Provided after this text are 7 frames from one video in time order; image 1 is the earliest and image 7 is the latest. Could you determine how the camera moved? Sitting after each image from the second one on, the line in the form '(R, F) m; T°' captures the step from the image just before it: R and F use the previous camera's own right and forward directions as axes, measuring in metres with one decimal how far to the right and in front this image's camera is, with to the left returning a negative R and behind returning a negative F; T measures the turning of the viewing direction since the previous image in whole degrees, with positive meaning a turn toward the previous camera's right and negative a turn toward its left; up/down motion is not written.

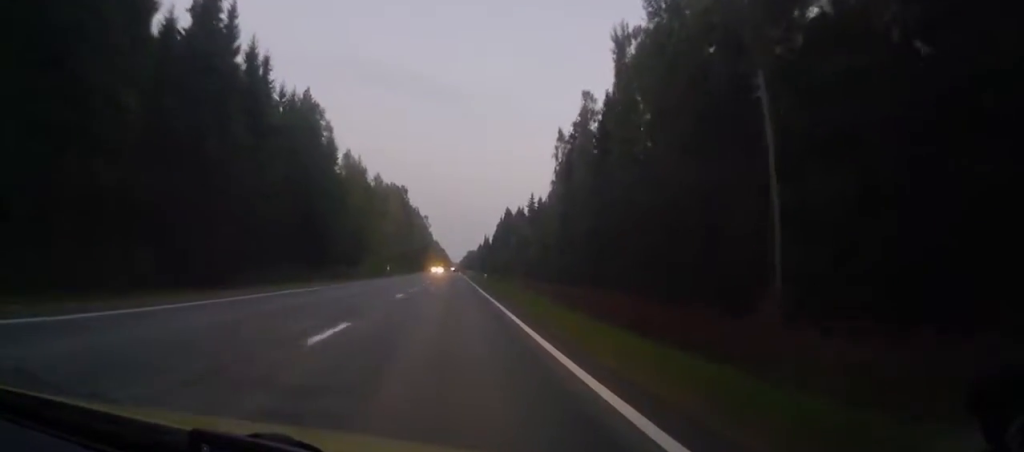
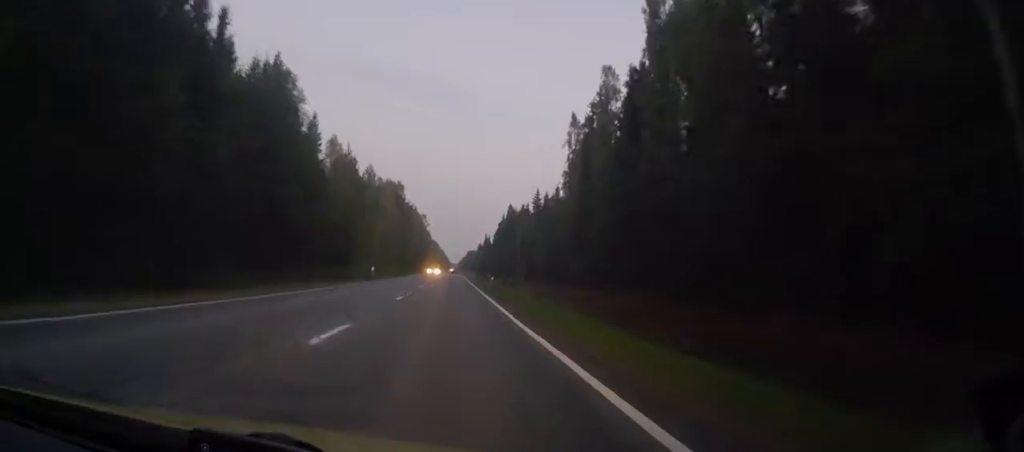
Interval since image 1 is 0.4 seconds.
(0.0, +12.0) m; 0°
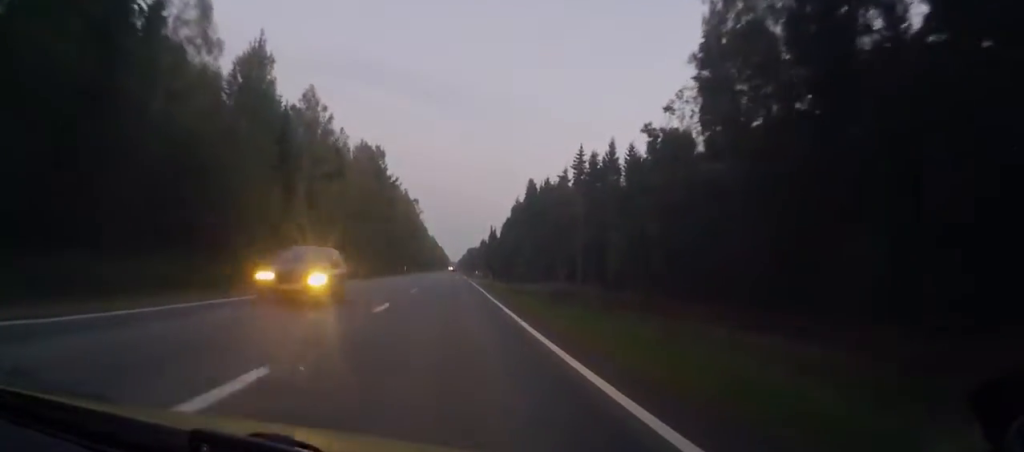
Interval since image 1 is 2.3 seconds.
(+0.2, +52.6) m; 0°
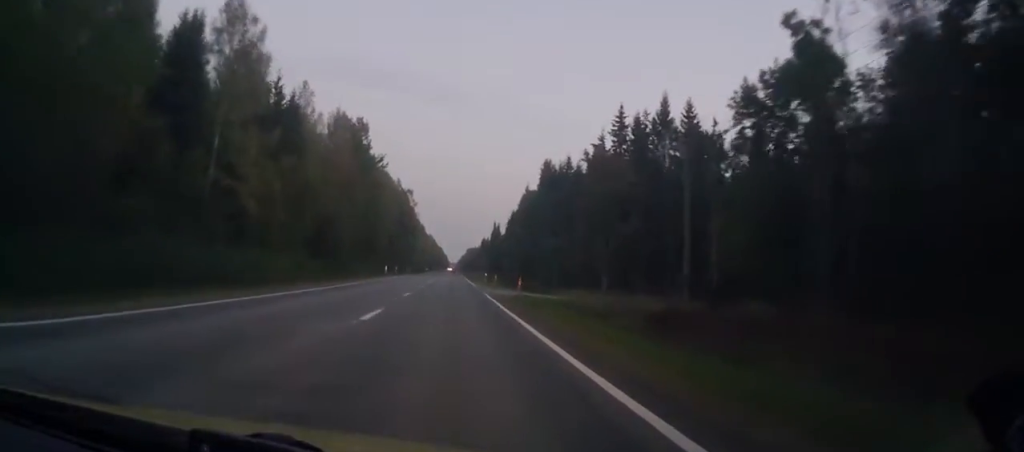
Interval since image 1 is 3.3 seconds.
(0.0, +25.9) m; 0°
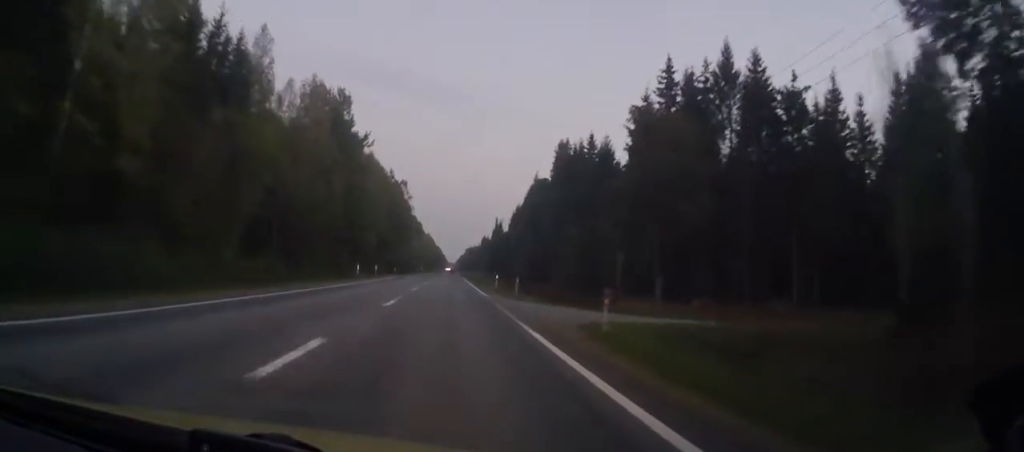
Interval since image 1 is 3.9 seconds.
(0.0, +18.8) m; 0°
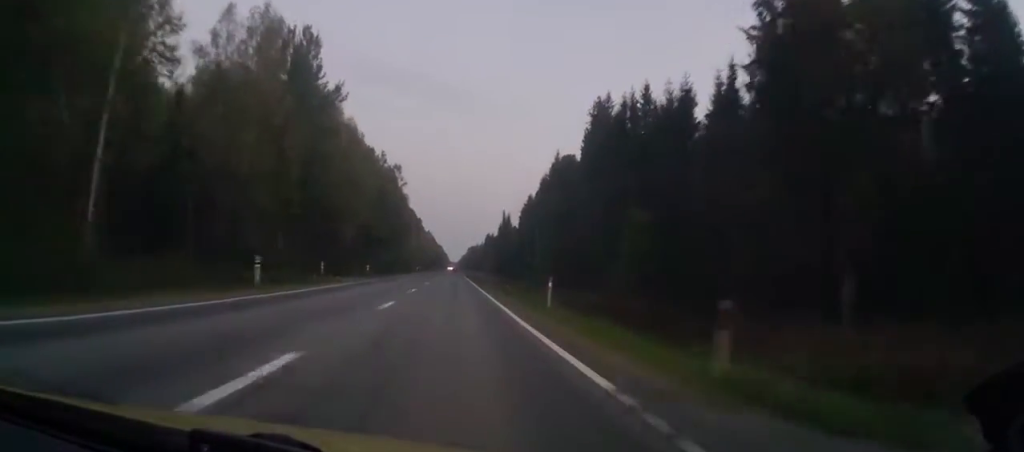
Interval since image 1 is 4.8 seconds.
(+0.1, +25.7) m; -2°
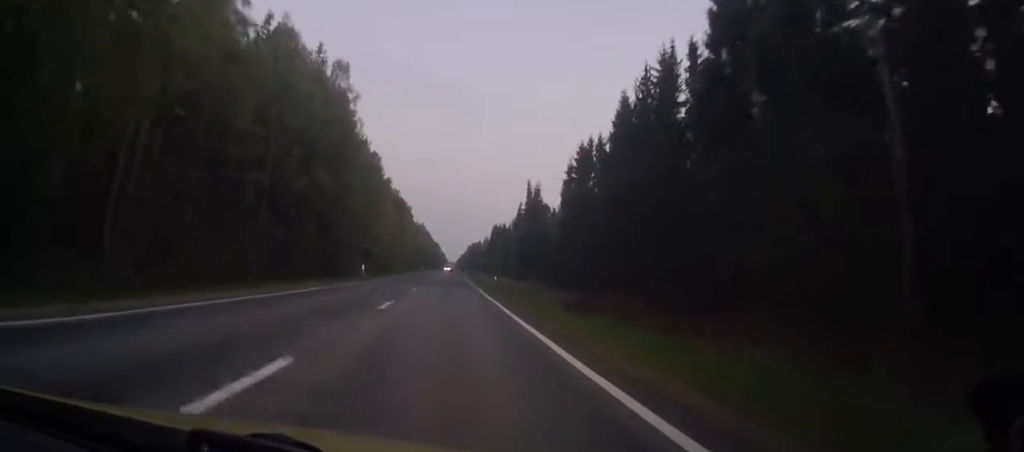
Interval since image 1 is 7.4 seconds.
(+1.8, +72.5) m; +4°
